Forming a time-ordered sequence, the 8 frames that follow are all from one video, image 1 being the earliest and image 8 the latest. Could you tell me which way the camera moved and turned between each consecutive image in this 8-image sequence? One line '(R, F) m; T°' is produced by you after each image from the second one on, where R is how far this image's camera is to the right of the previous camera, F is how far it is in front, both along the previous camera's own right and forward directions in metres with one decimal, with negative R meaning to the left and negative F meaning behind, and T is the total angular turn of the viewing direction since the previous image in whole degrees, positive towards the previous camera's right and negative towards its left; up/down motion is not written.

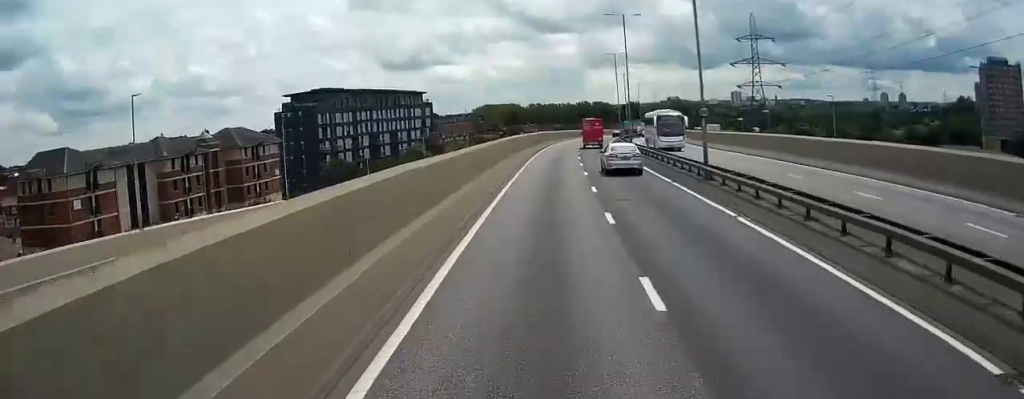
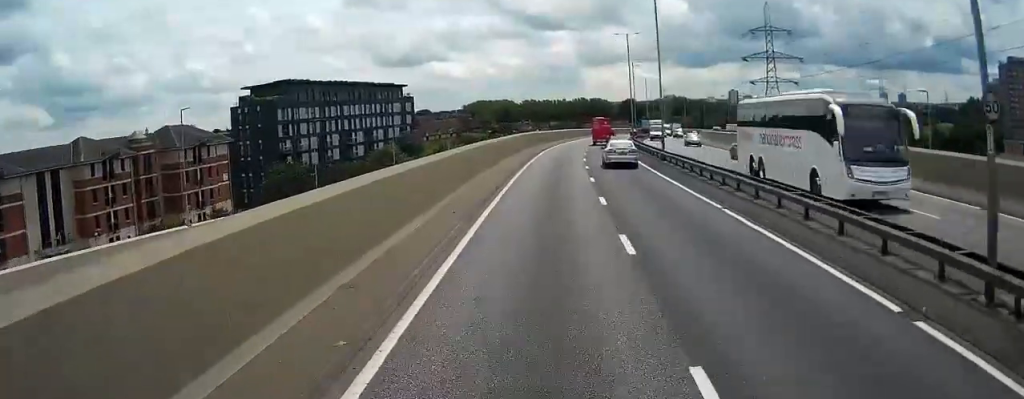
(+0.1, +21.2) m; +1°
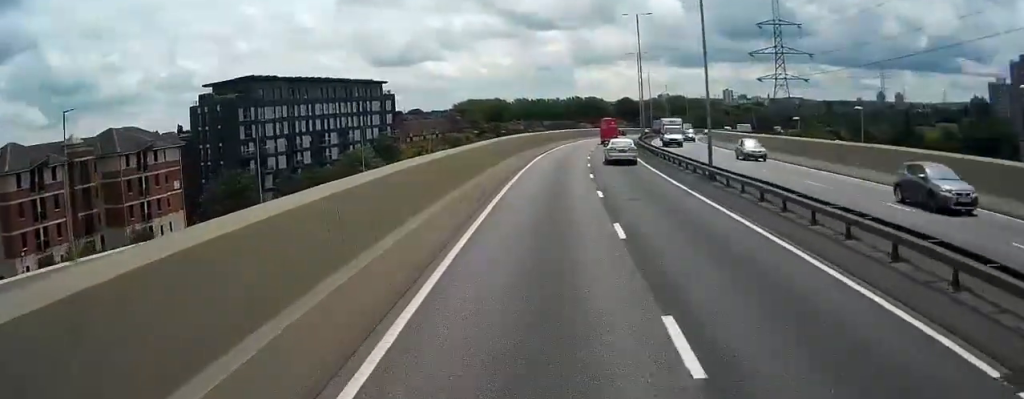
(+0.1, +14.6) m; +1°
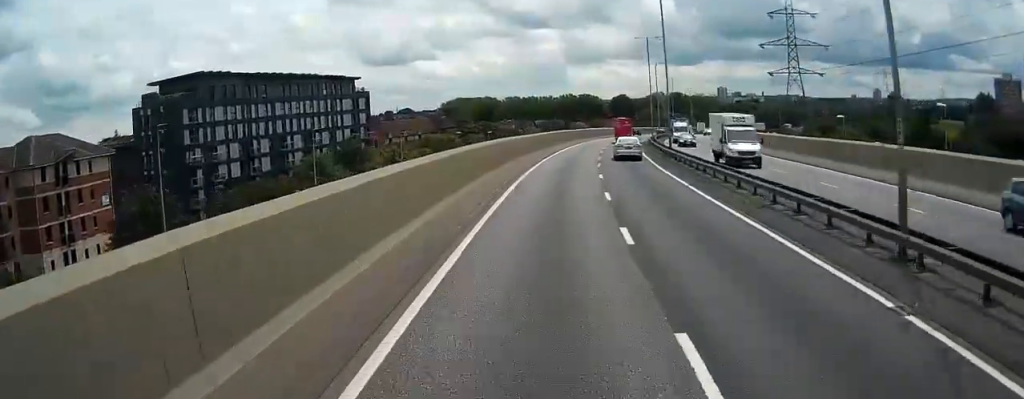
(0.0, +17.7) m; +1°
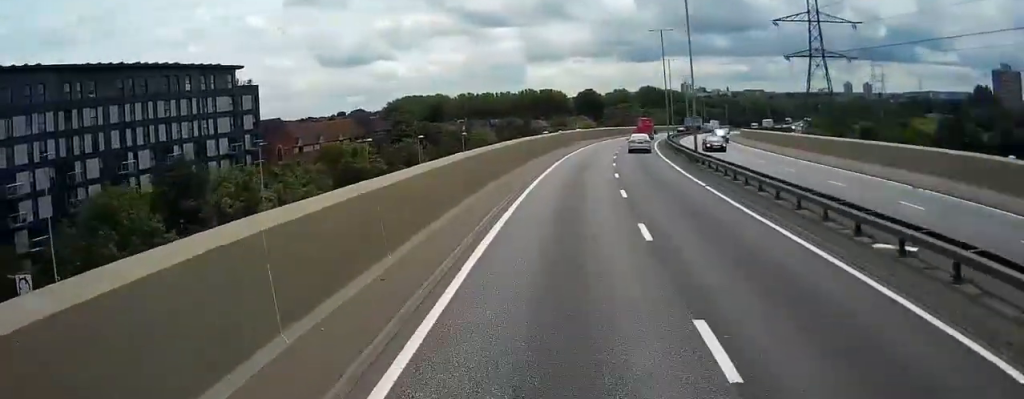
(+1.1, +41.8) m; +3°
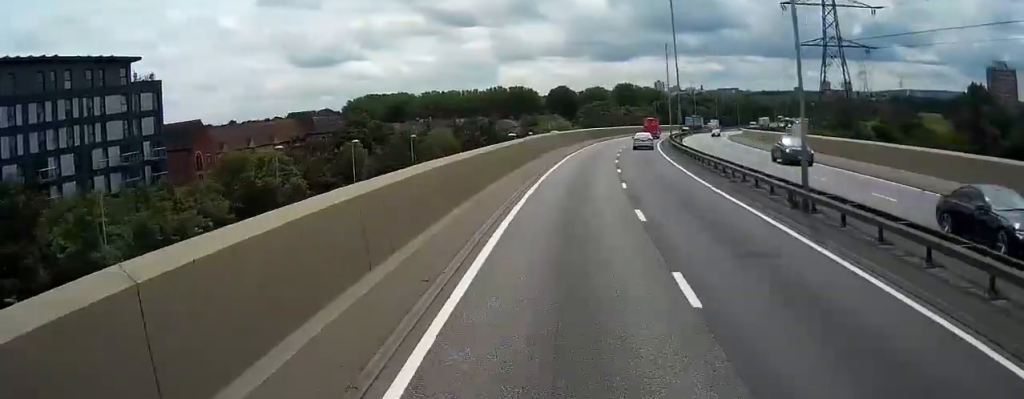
(+0.4, +22.7) m; +1°
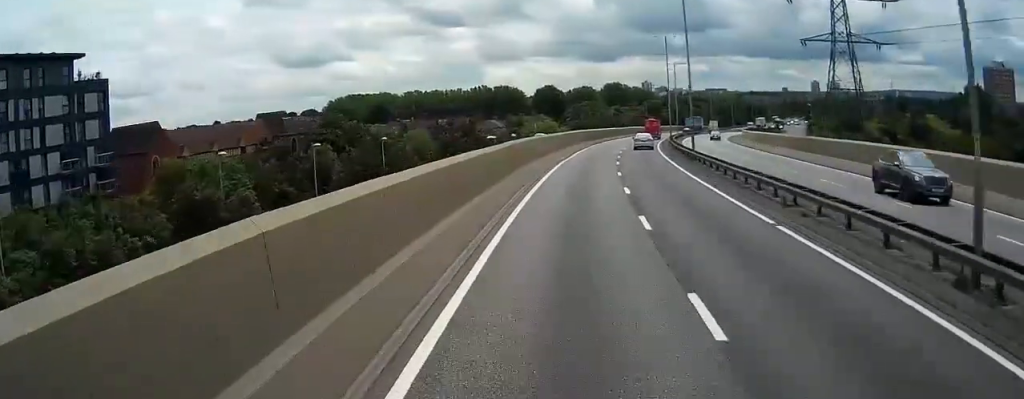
(0.0, +10.5) m; +1°
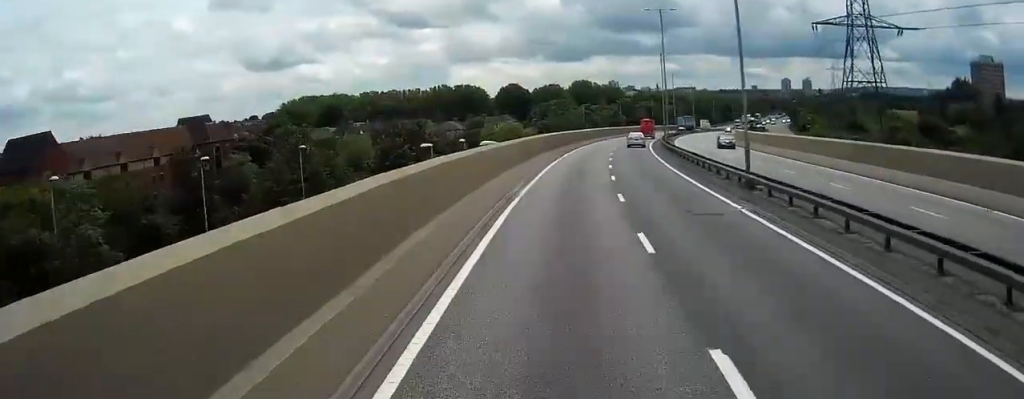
(+0.4, +19.9) m; +2°
